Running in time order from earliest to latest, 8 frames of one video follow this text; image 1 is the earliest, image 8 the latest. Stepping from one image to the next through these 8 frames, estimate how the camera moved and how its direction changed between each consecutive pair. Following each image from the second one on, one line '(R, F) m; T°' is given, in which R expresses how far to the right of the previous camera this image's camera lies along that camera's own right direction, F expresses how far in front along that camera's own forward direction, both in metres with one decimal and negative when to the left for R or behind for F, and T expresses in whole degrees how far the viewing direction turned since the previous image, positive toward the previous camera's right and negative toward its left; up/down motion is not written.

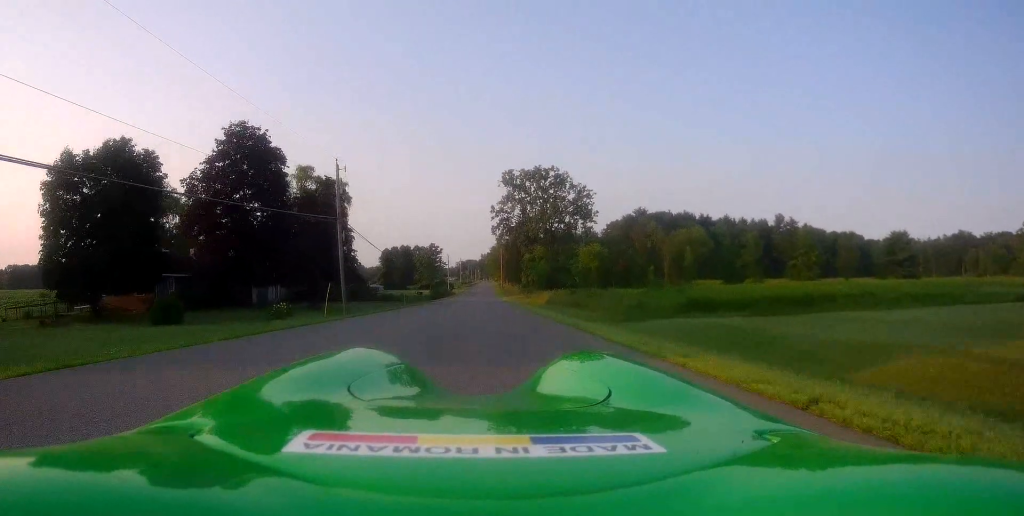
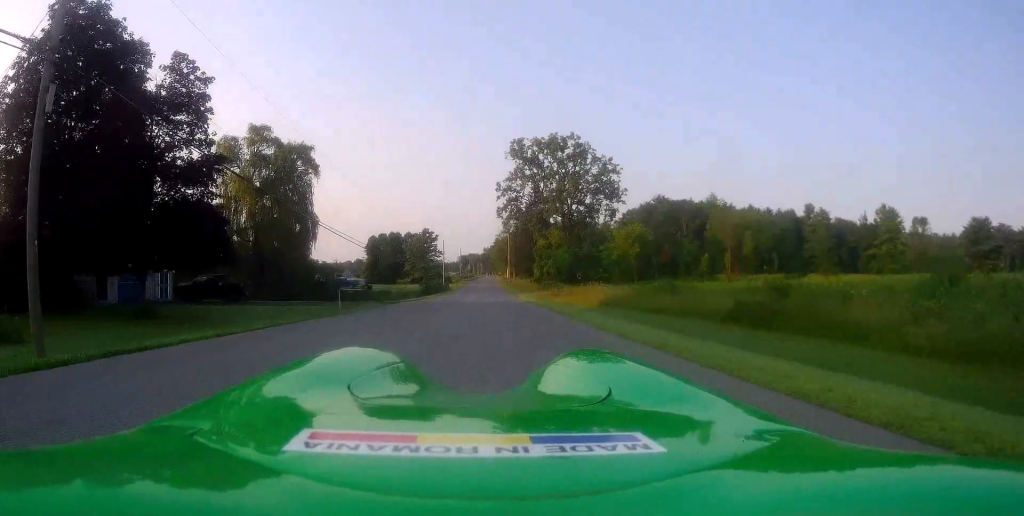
(+0.3, +26.0) m; 0°
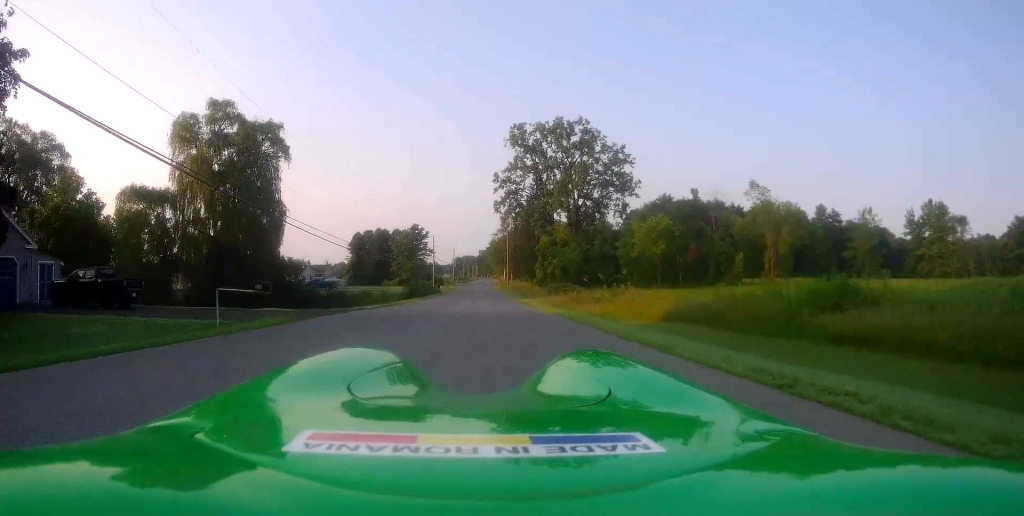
(-0.6, +13.0) m; +1°
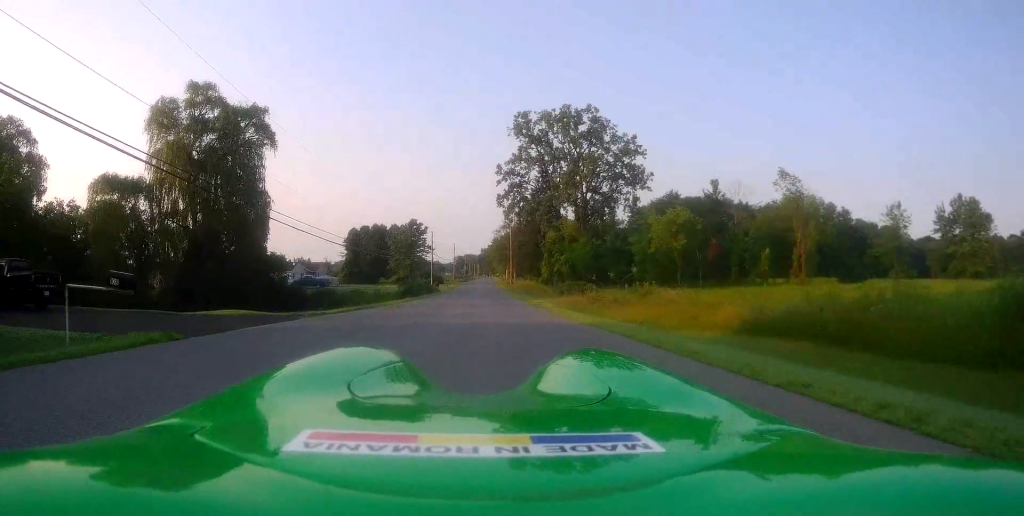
(+0.5, +6.7) m; +1°
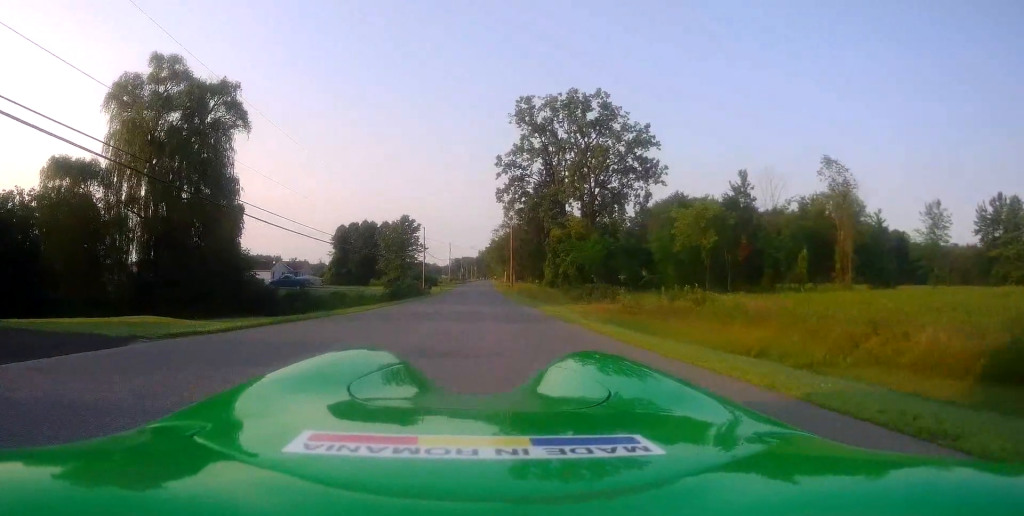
(-0.1, +8.6) m; -1°
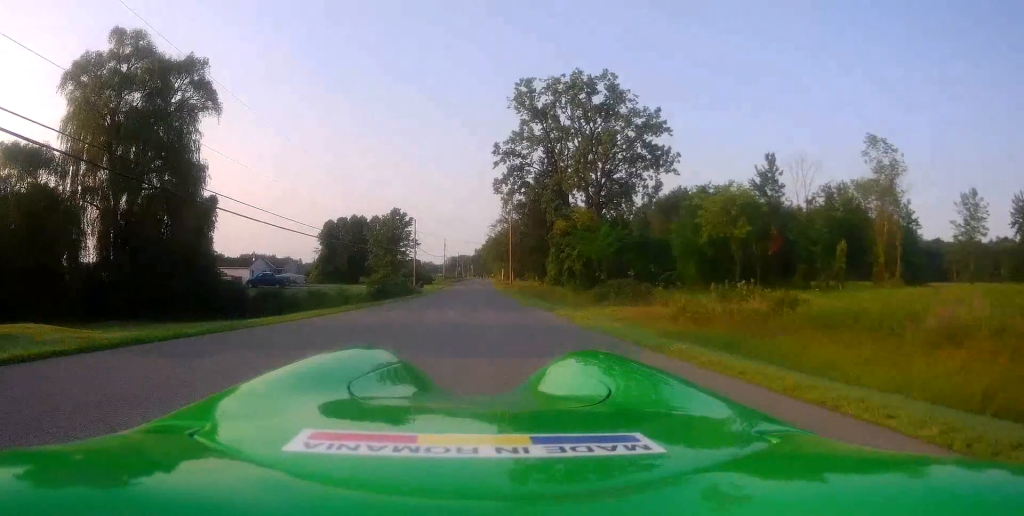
(-0.1, +7.2) m; -1°
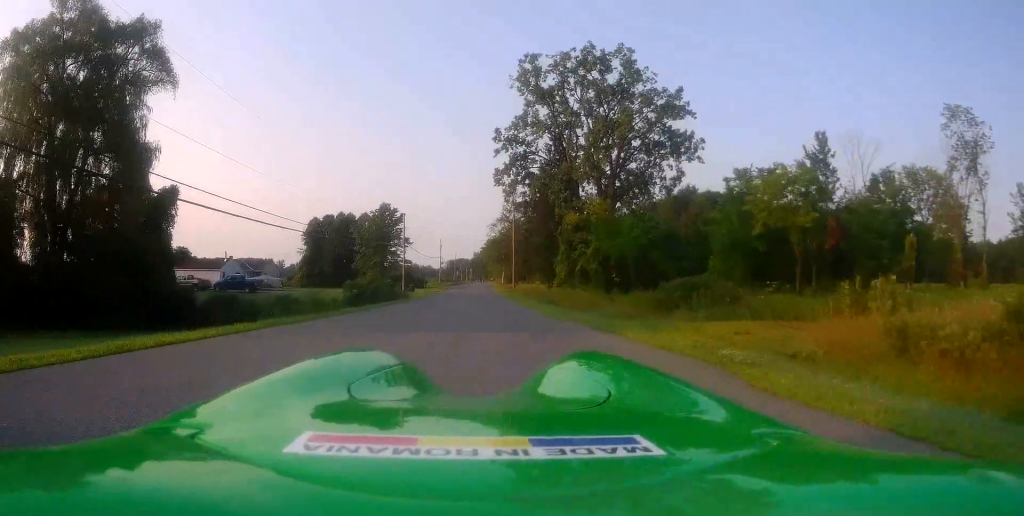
(0.0, +9.7) m; 0°
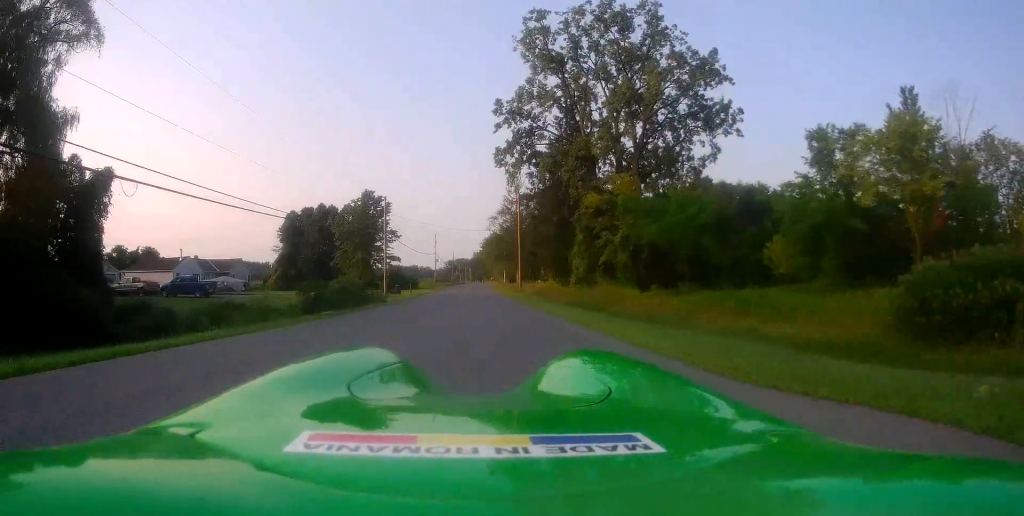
(+0.1, +12.2) m; 0°
